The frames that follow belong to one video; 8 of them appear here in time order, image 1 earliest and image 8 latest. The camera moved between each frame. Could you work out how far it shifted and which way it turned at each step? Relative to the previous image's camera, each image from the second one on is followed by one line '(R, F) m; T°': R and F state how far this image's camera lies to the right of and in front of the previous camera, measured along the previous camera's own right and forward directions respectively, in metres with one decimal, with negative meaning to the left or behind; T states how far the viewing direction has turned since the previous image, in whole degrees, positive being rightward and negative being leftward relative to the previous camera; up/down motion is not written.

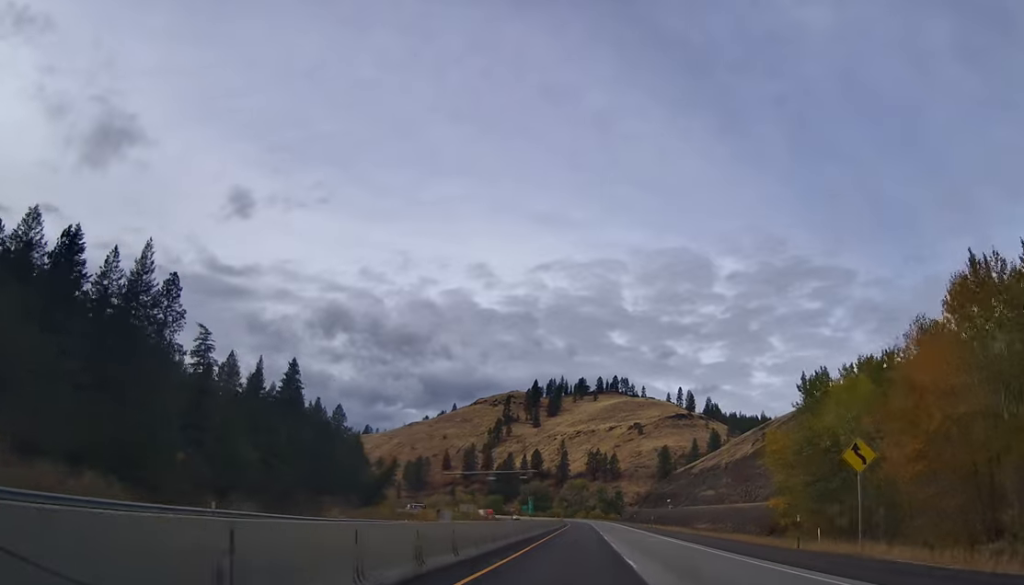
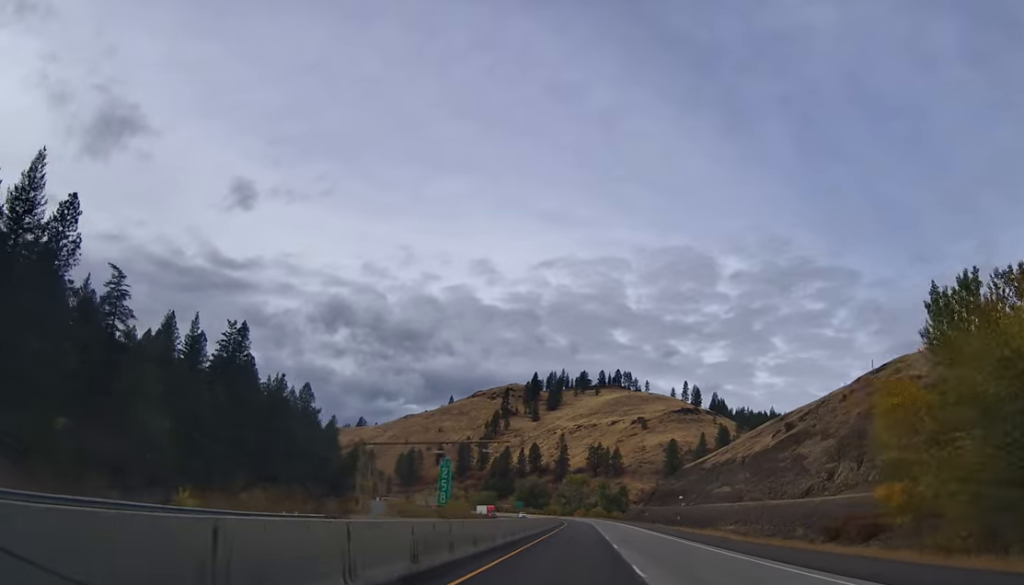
(+0.9, +27.3) m; 0°
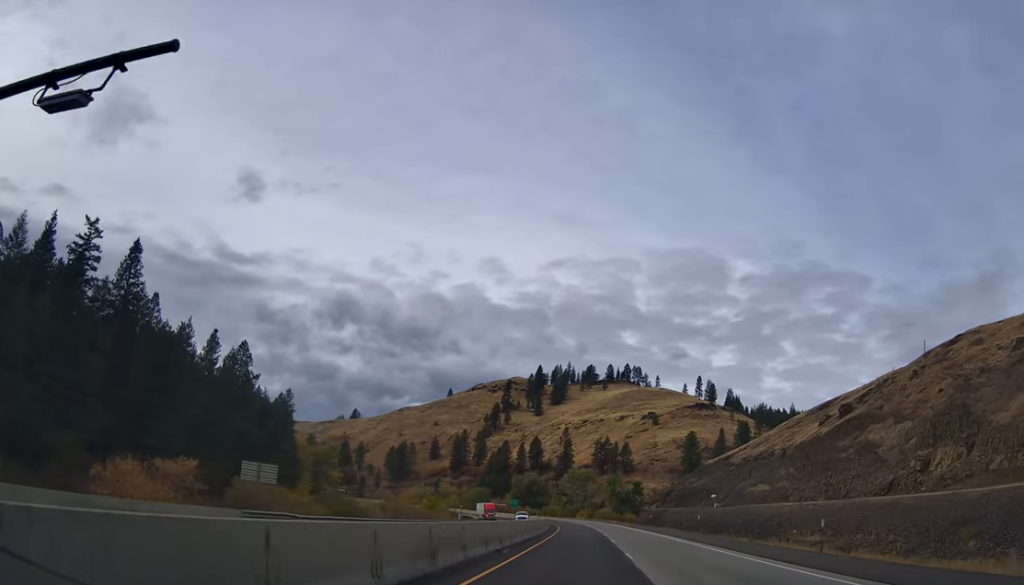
(-0.9, +42.0) m; -1°
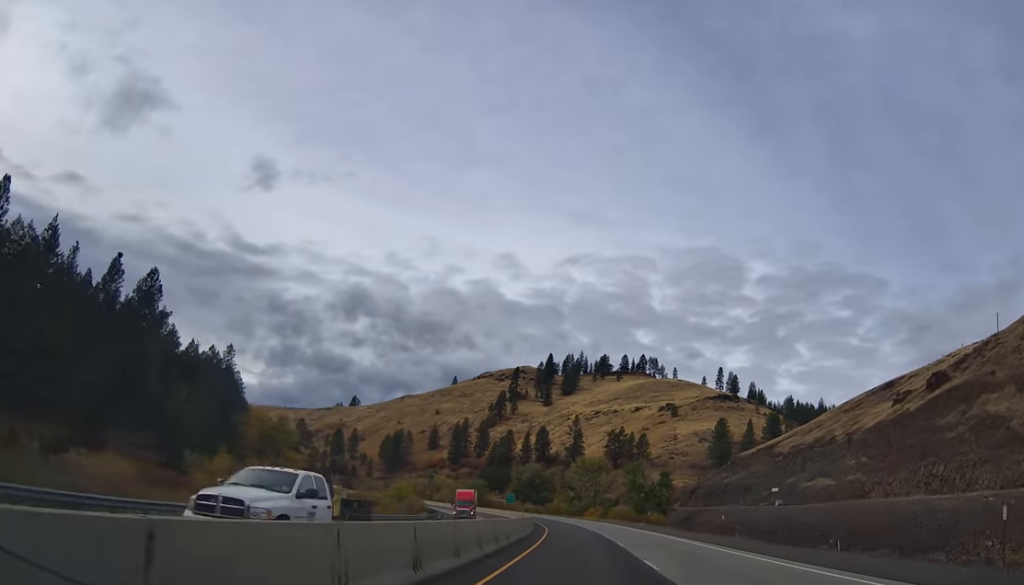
(-0.2, +41.7) m; -1°
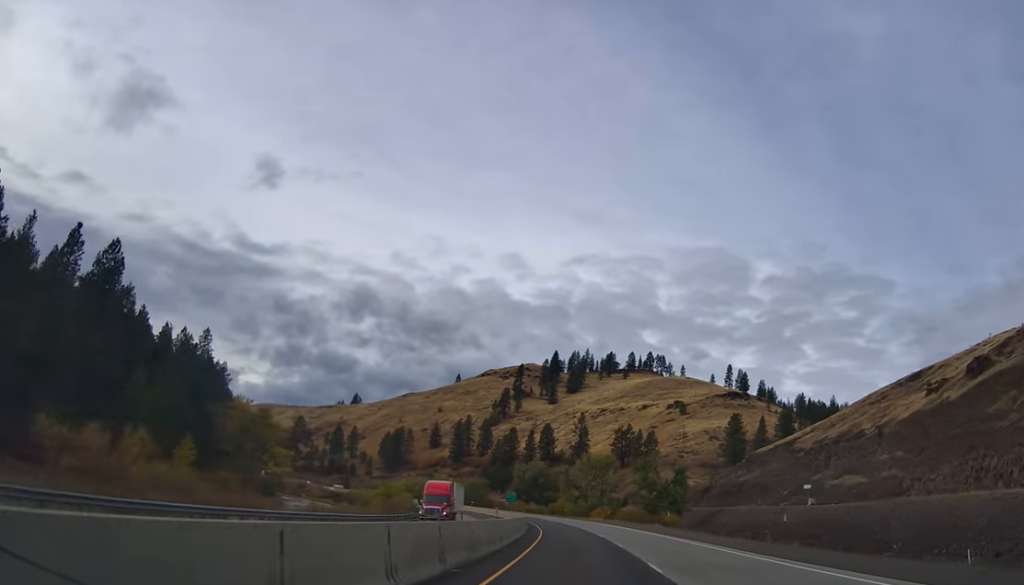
(-0.2, +13.4) m; 0°
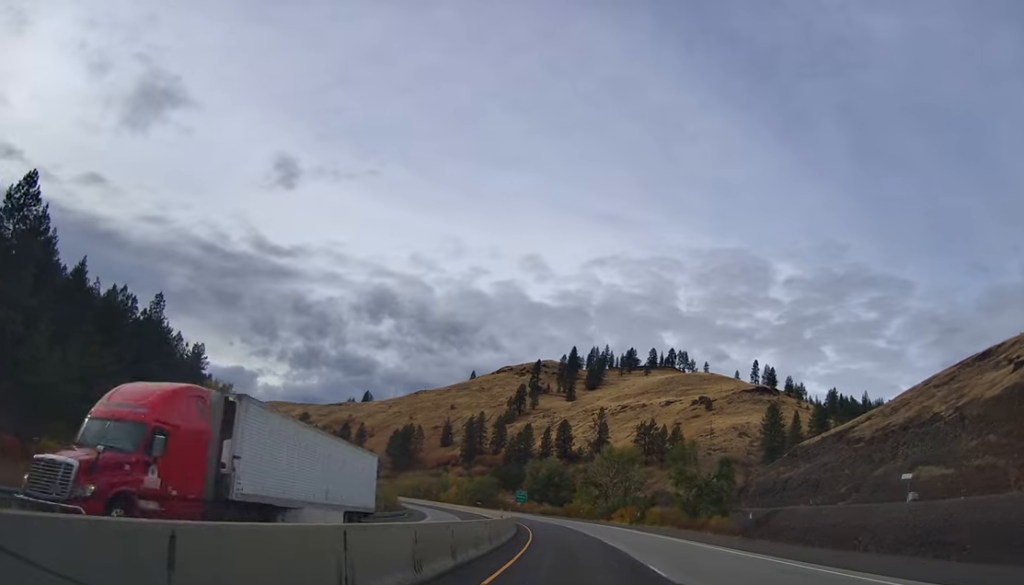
(+0.2, +25.6) m; 0°
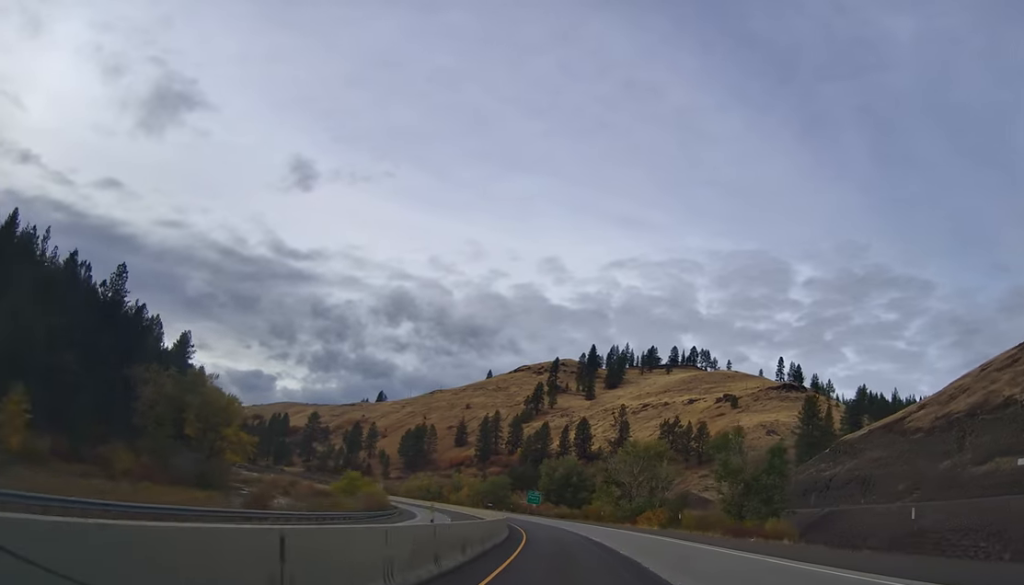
(+0.2, +17.8) m; -1°
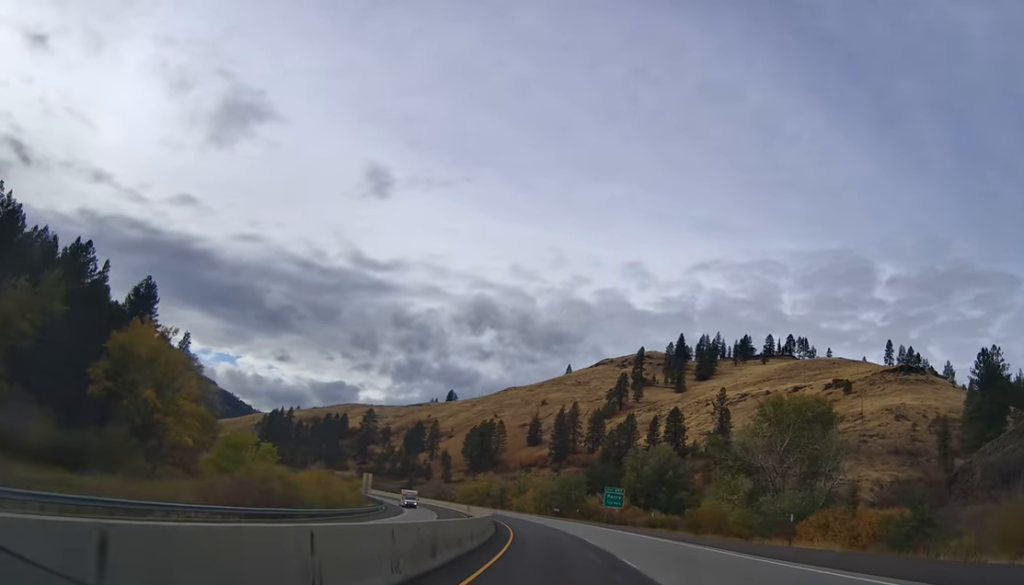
(-2.8, +53.4) m; -6°
